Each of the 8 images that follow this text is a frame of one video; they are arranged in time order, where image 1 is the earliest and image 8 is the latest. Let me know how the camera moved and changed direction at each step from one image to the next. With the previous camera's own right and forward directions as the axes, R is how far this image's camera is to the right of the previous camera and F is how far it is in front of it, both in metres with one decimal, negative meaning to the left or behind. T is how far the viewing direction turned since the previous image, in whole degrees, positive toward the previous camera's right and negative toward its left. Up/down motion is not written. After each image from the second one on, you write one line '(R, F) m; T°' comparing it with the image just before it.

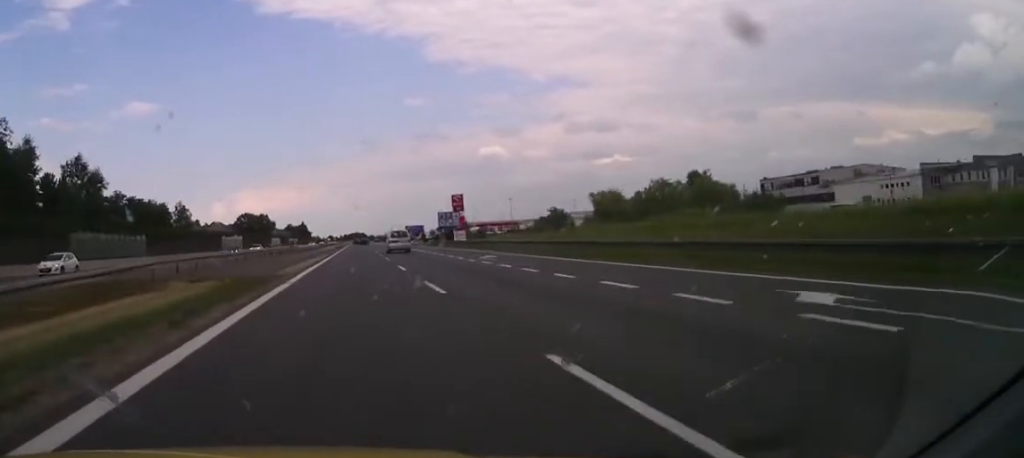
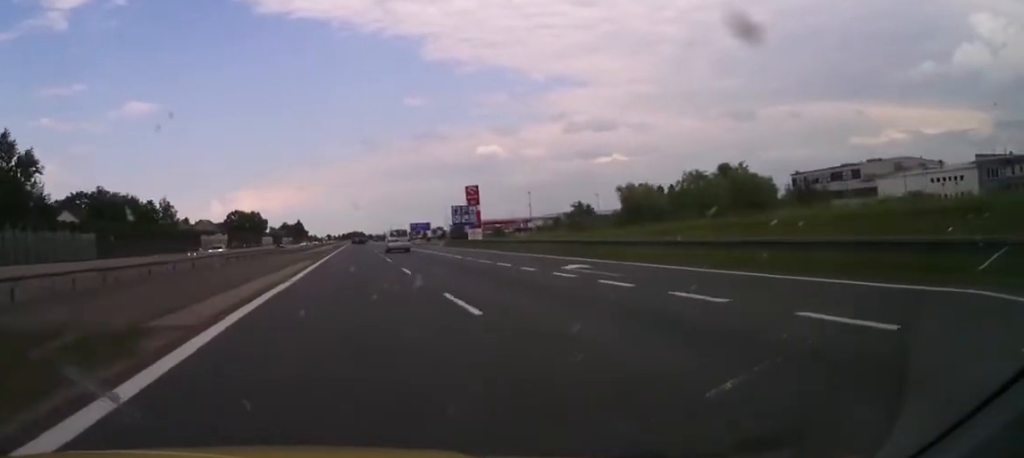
(+0.2, +16.5) m; 0°
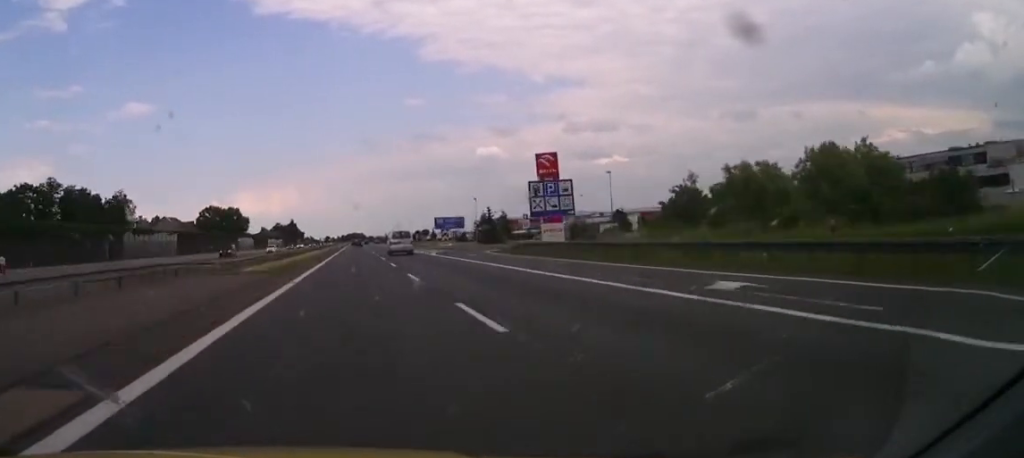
(+0.3, +39.8) m; +1°
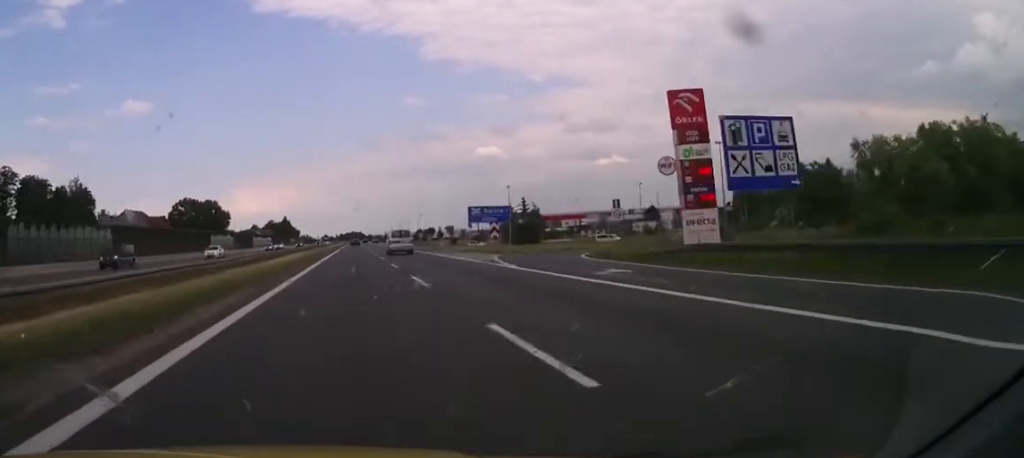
(-0.1, +27.5) m; 0°
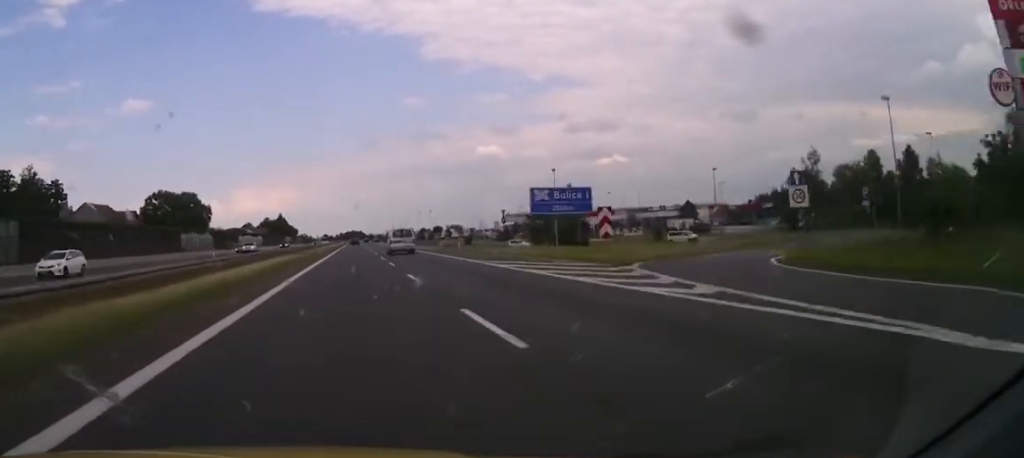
(+0.3, +22.0) m; 0°
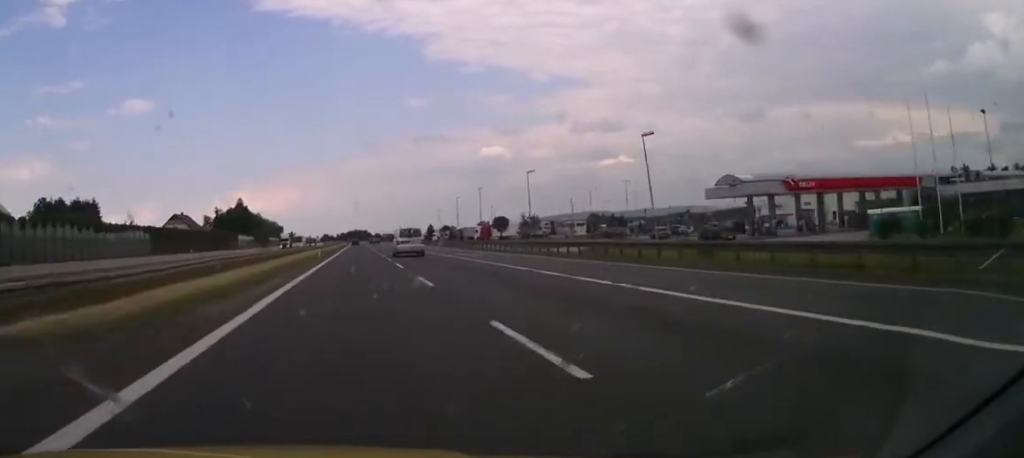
(-0.9, +109.6) m; 0°
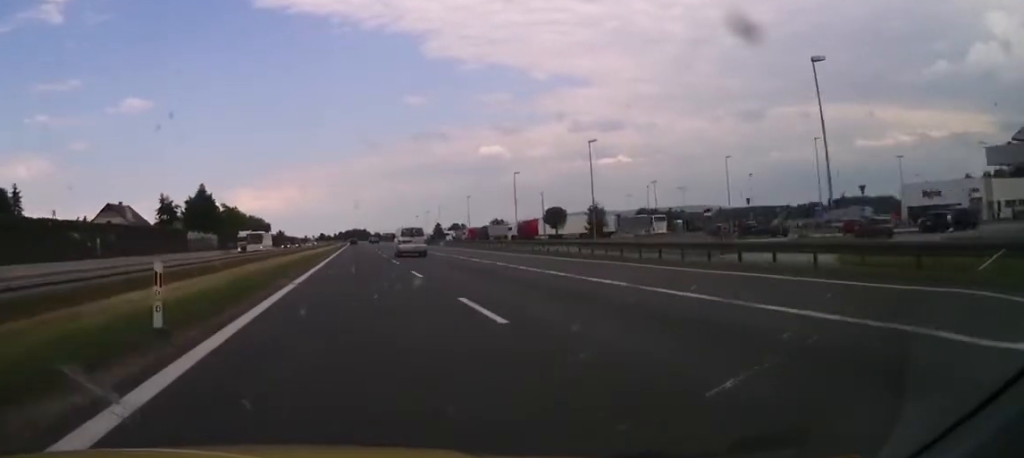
(+0.3, +43.8) m; 0°
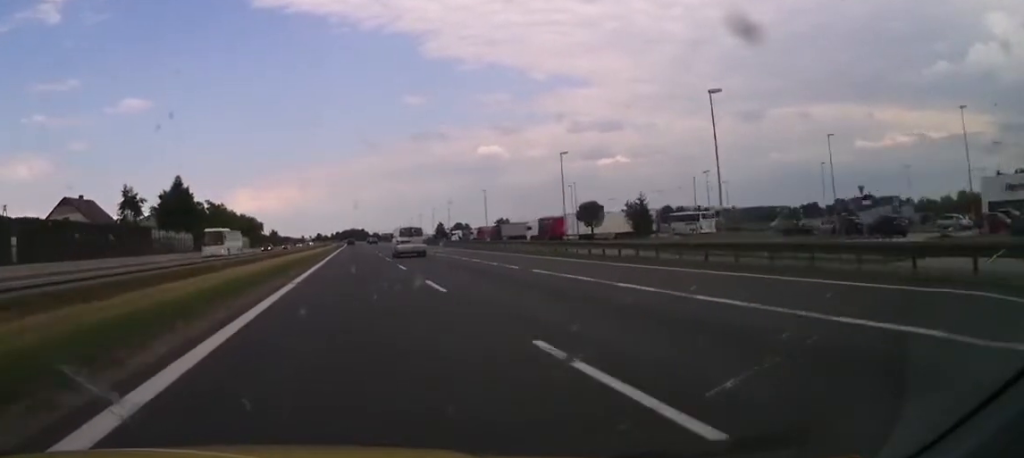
(0.0, +17.8) m; 0°
